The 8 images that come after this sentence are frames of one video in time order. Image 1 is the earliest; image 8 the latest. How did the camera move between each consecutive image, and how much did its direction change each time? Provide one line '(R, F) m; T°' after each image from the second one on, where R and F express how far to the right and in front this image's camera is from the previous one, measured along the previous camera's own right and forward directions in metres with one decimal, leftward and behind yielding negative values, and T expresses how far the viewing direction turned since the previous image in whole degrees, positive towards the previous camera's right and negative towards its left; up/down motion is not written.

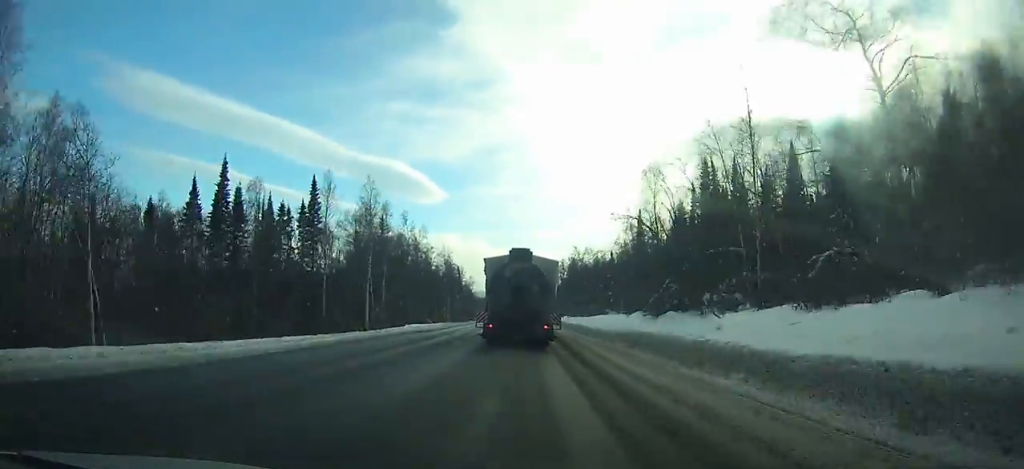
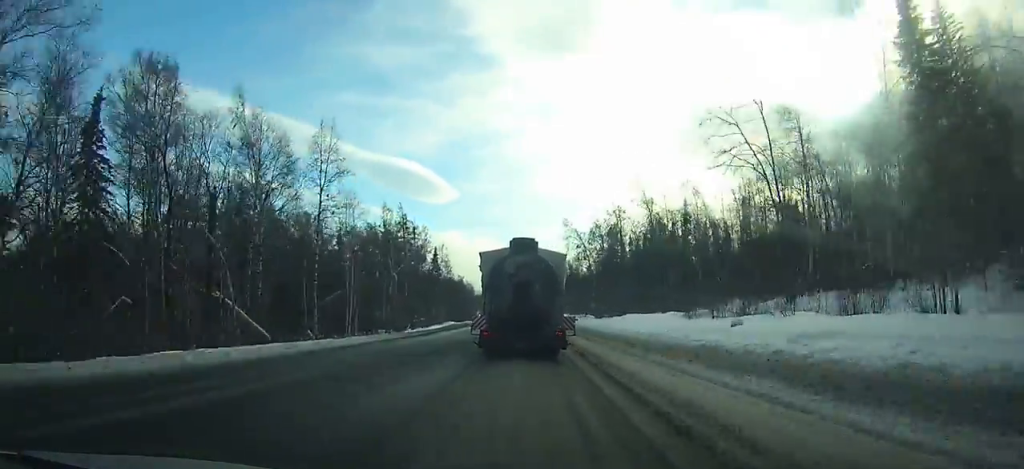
(-0.7, +83.4) m; -1°
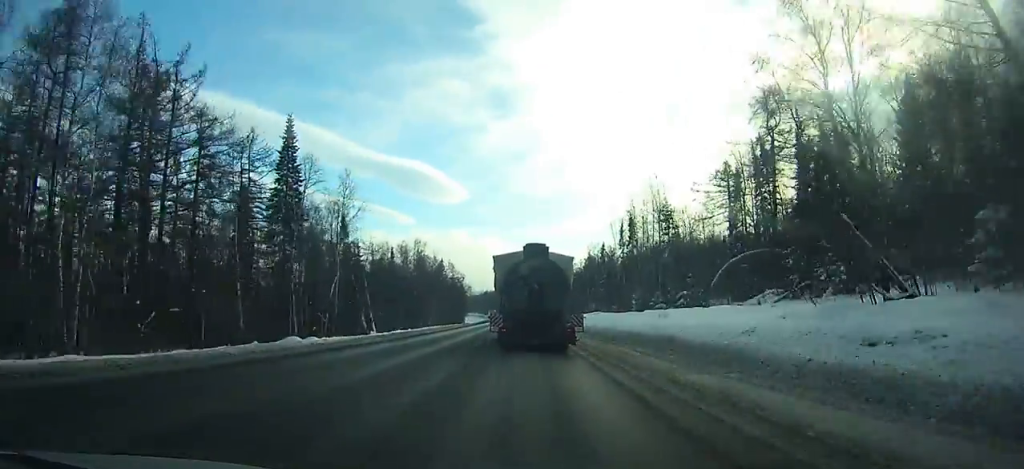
(-1.0, +104.3) m; -1°
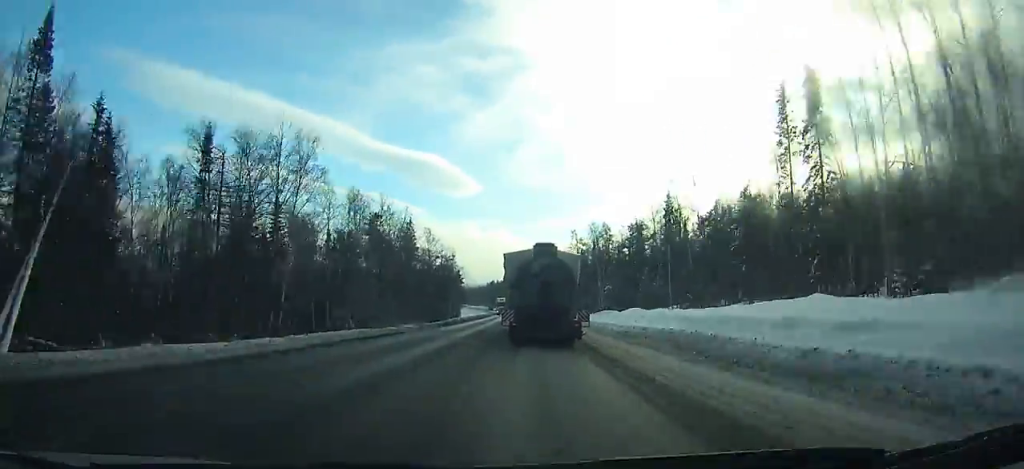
(-0.5, +65.7) m; 0°
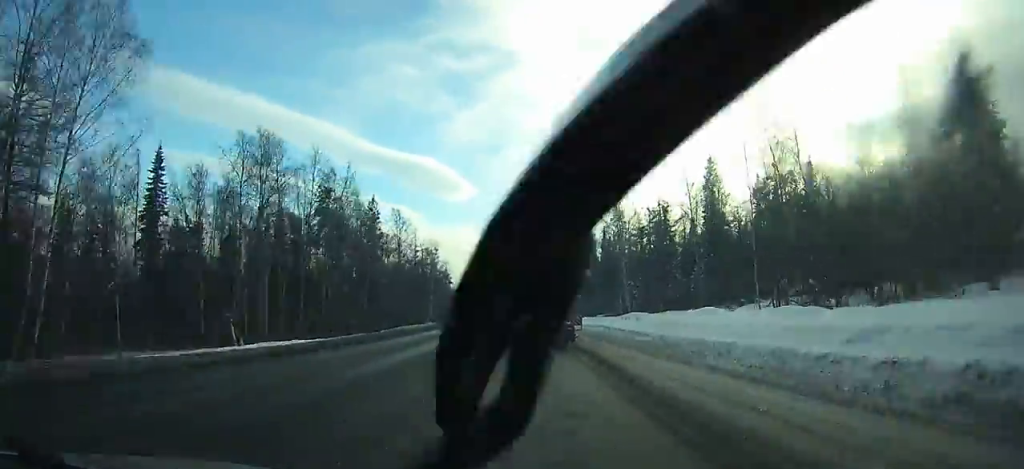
(+0.1, +27.0) m; 0°
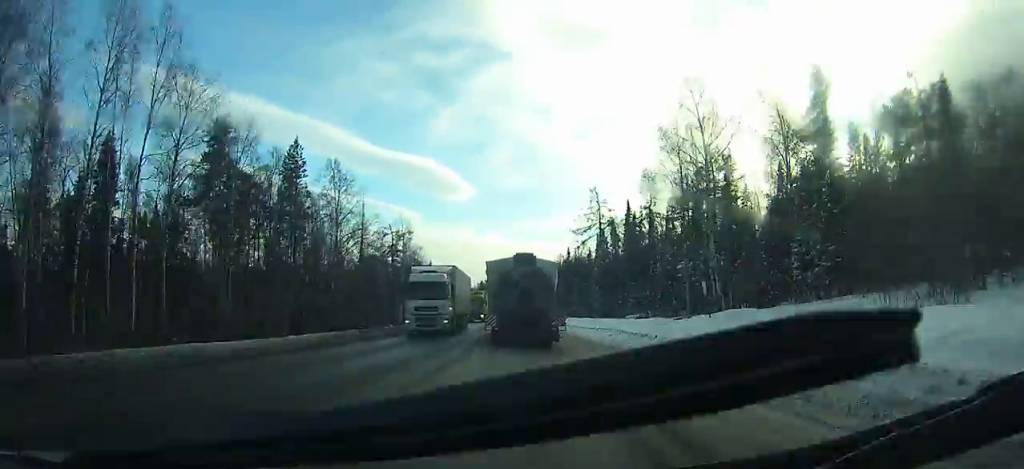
(-0.1, +31.5) m; 0°
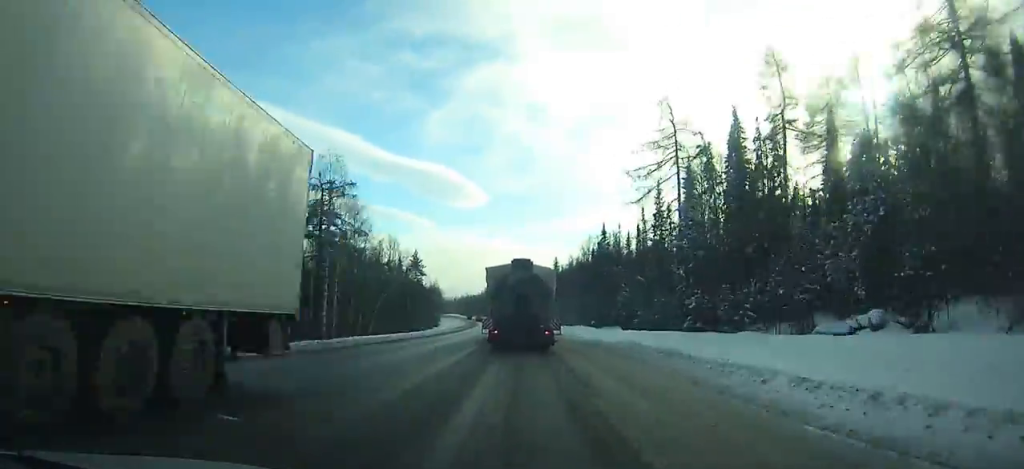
(-0.2, +45.8) m; -1°
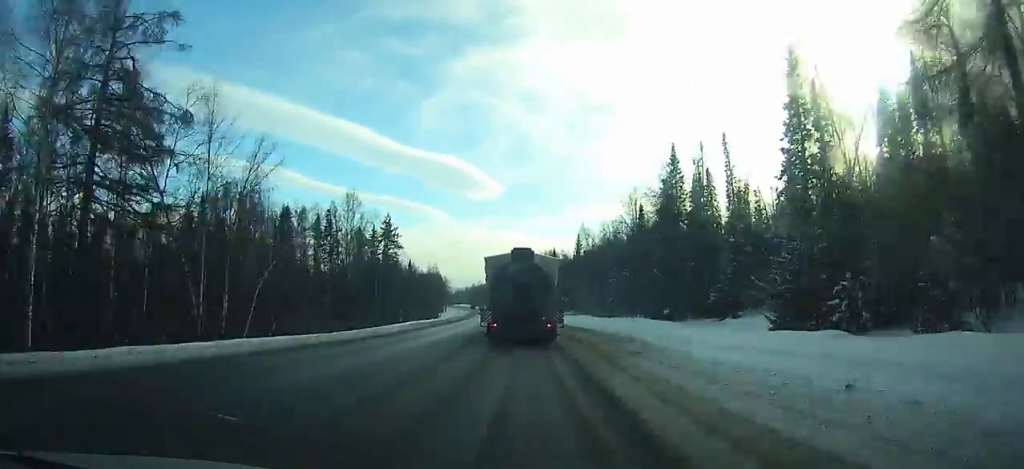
(-0.4, +38.3) m; -1°
